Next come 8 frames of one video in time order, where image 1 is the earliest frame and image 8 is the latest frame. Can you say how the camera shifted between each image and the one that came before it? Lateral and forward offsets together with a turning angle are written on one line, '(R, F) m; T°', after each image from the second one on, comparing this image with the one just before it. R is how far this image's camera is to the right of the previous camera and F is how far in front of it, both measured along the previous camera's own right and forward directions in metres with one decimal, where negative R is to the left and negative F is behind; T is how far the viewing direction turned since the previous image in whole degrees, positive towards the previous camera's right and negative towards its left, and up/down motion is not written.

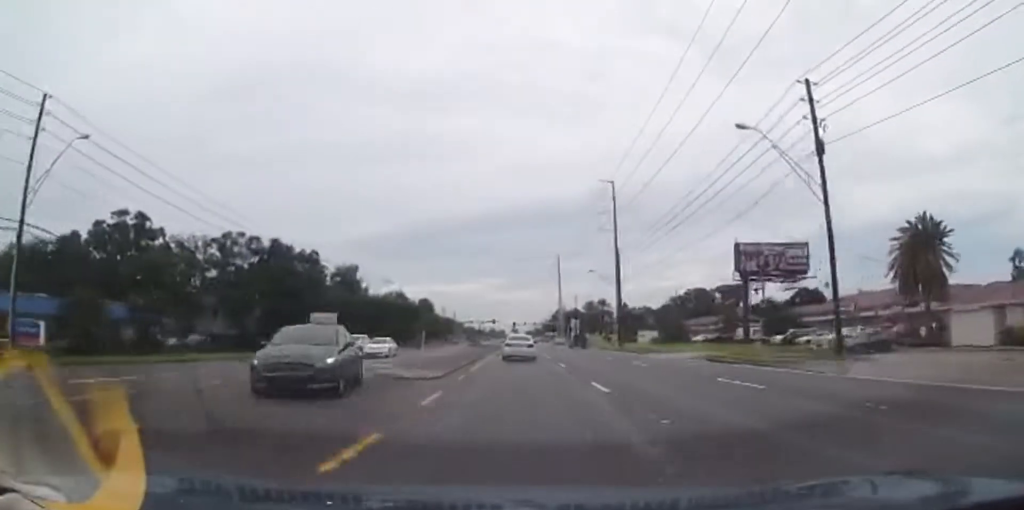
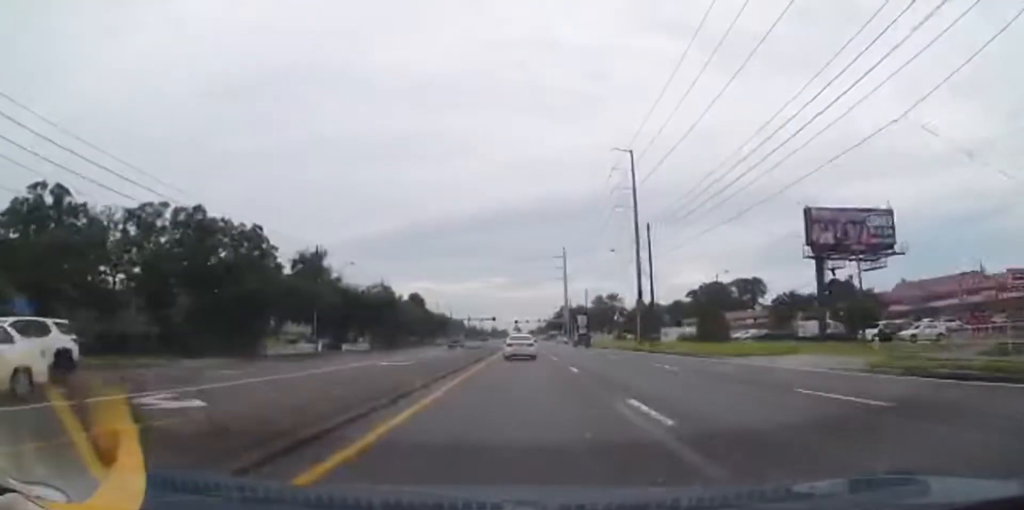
(-0.1, +17.3) m; 0°
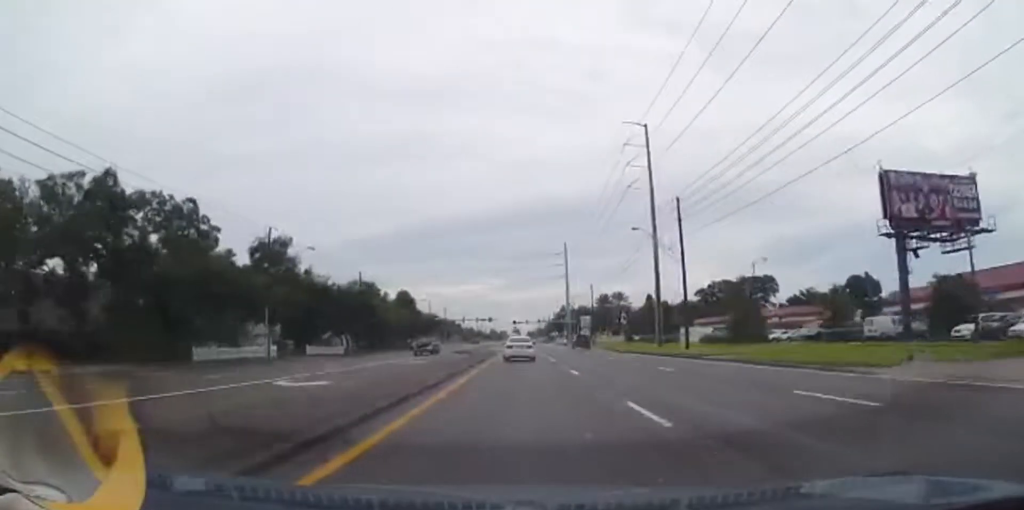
(0.0, +12.4) m; 0°
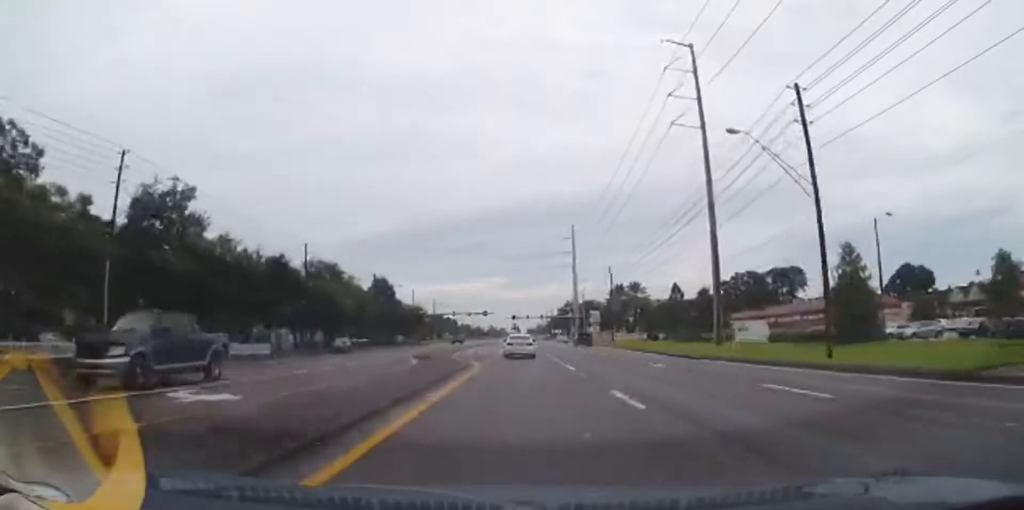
(0.0, +22.8) m; 0°
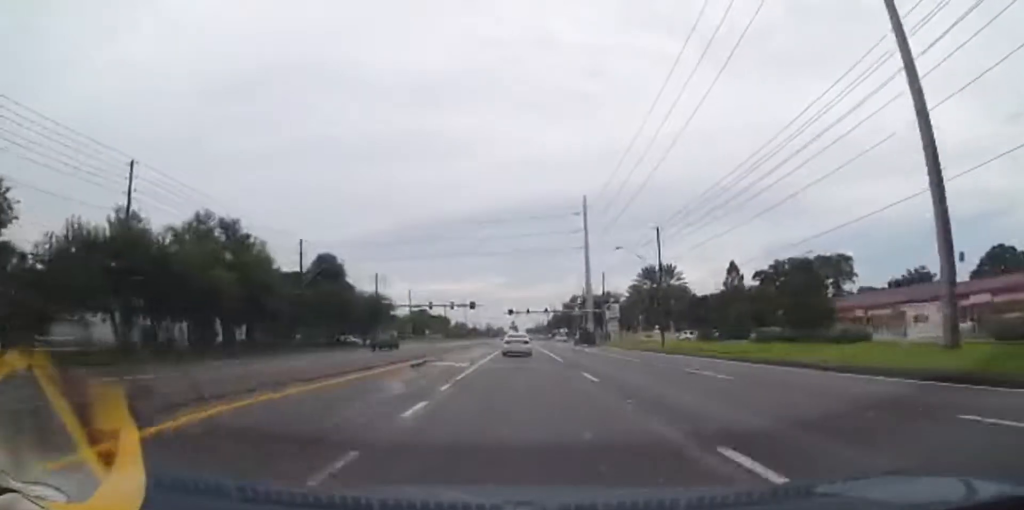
(0.0, +31.8) m; 0°
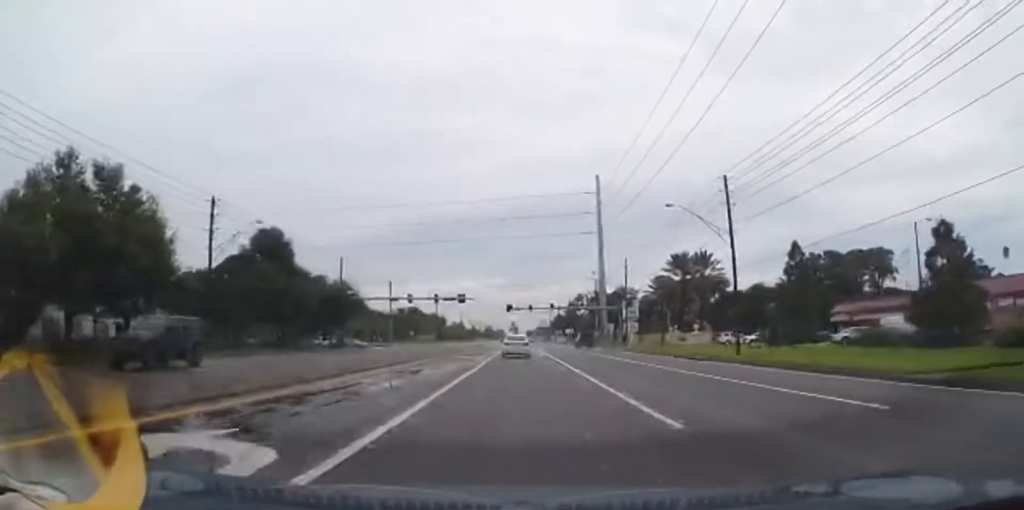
(0.0, +19.9) m; 0°
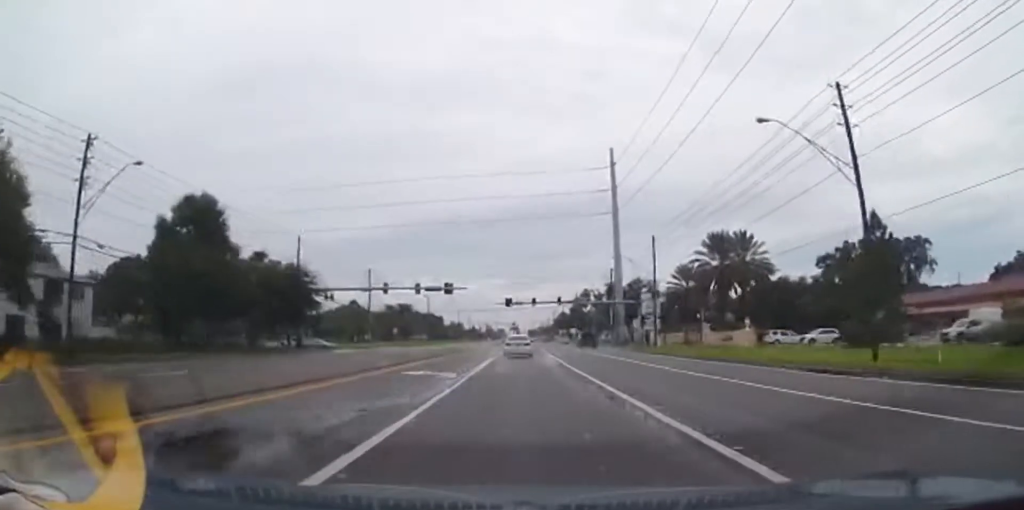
(0.0, +15.8) m; 0°
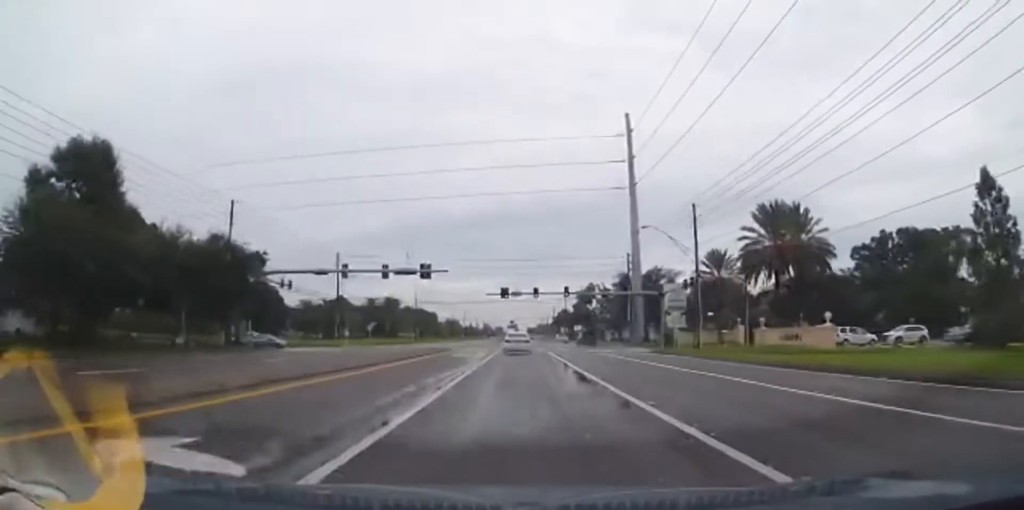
(0.0, +15.1) m; 0°
